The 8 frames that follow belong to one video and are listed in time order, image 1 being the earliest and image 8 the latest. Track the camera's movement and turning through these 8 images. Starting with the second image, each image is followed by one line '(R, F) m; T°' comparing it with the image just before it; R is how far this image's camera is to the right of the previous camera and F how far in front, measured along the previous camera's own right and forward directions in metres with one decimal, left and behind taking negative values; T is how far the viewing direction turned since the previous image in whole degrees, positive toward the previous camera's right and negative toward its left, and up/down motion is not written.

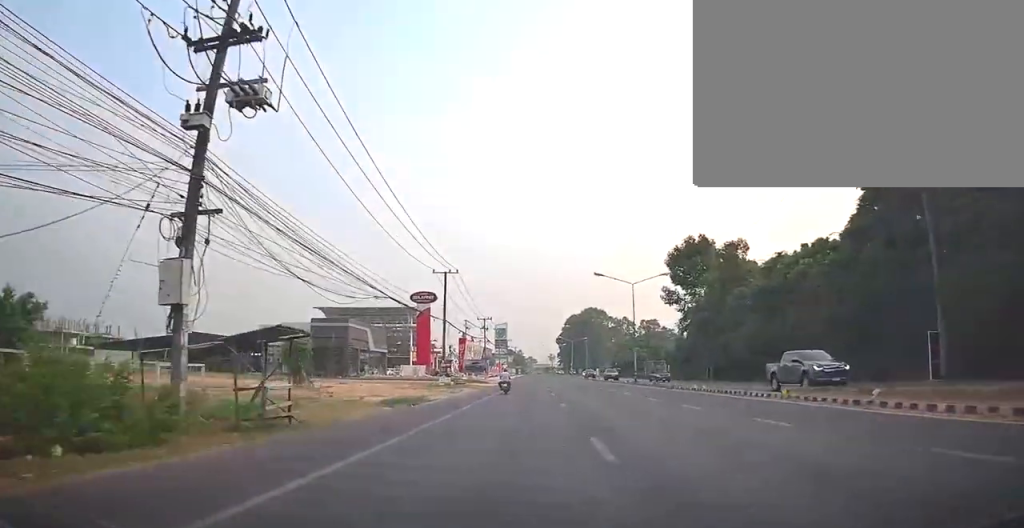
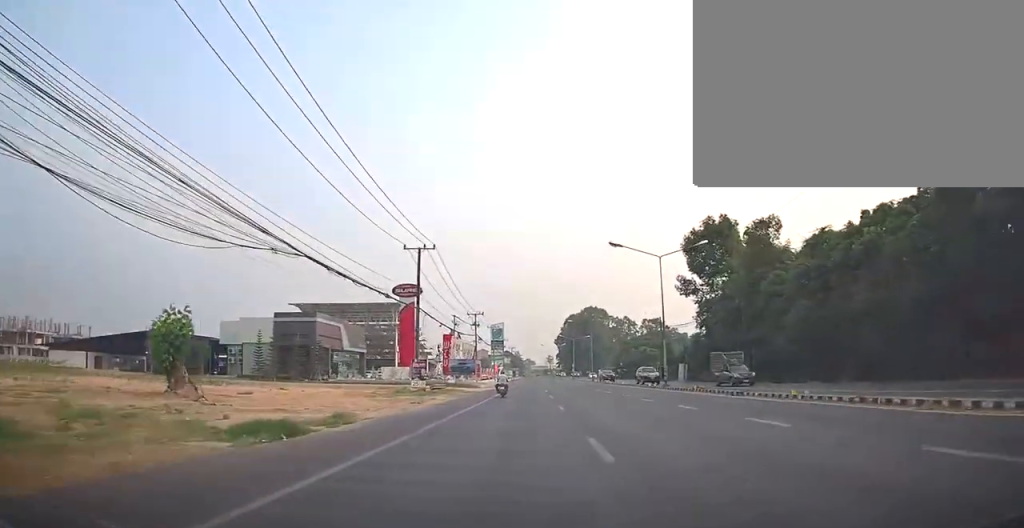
(-0.2, +12.0) m; -1°
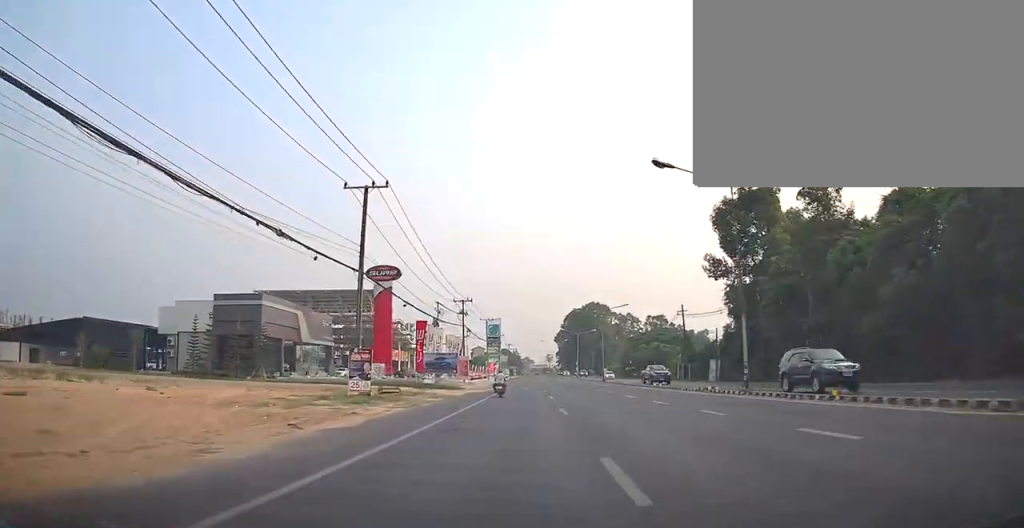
(-0.3, +14.9) m; +1°
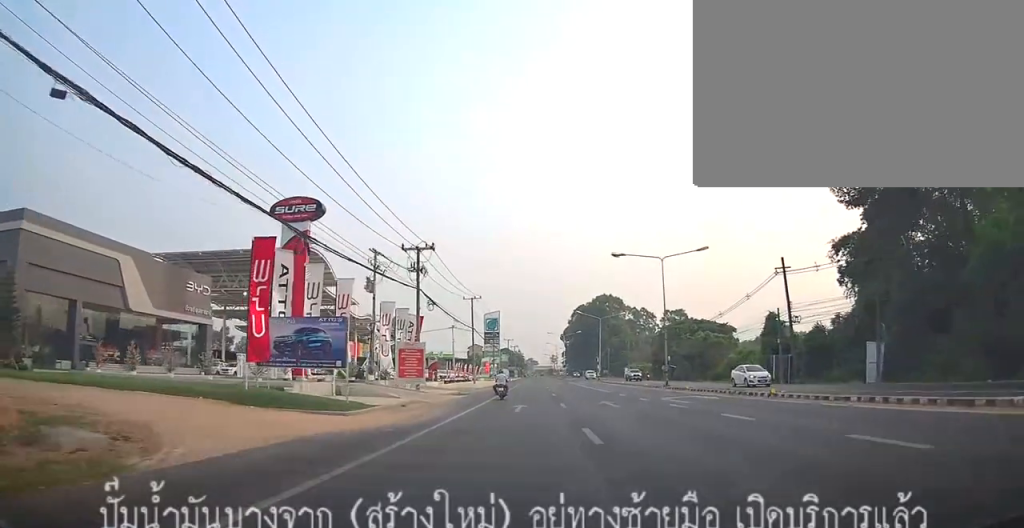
(+0.9, +31.4) m; -1°
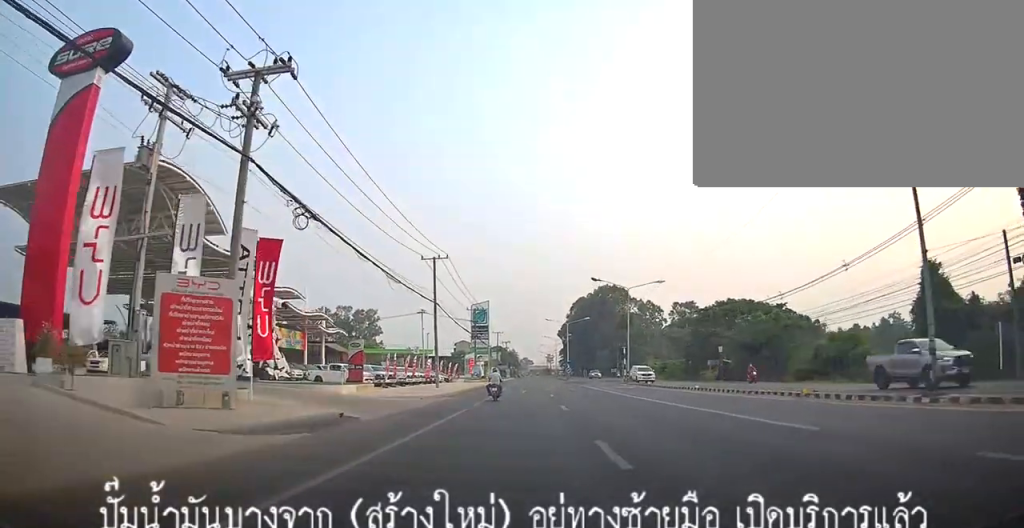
(0.0, +27.5) m; +2°
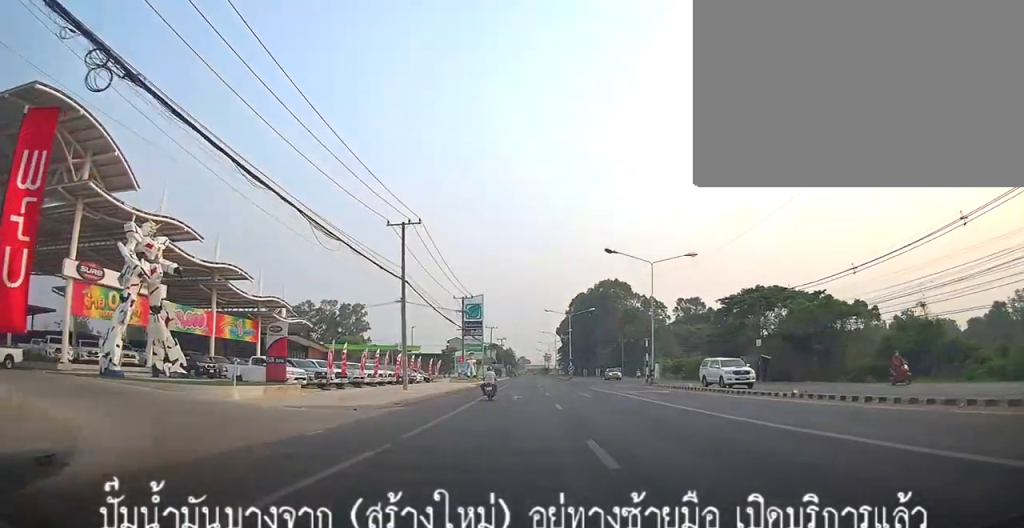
(+0.1, +12.2) m; +1°
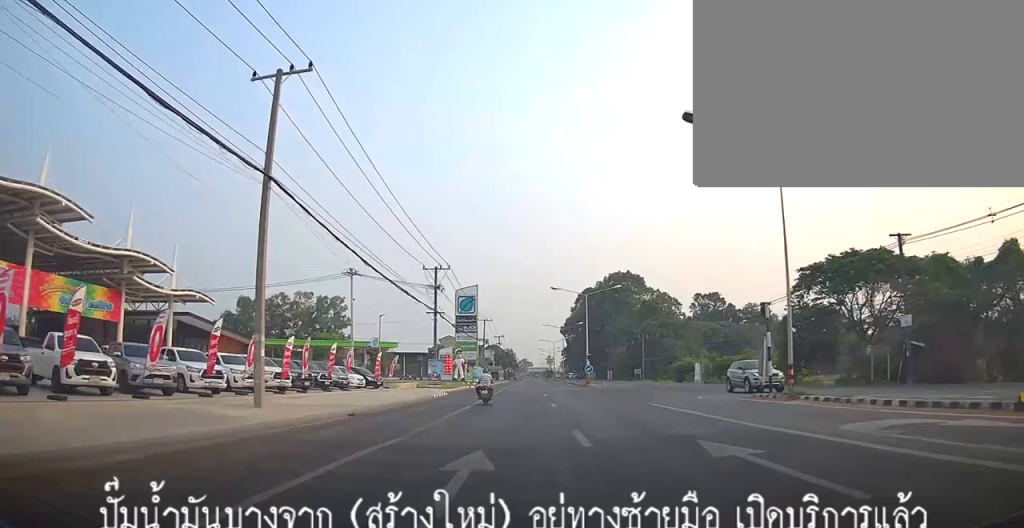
(0.0, +22.3) m; 0°
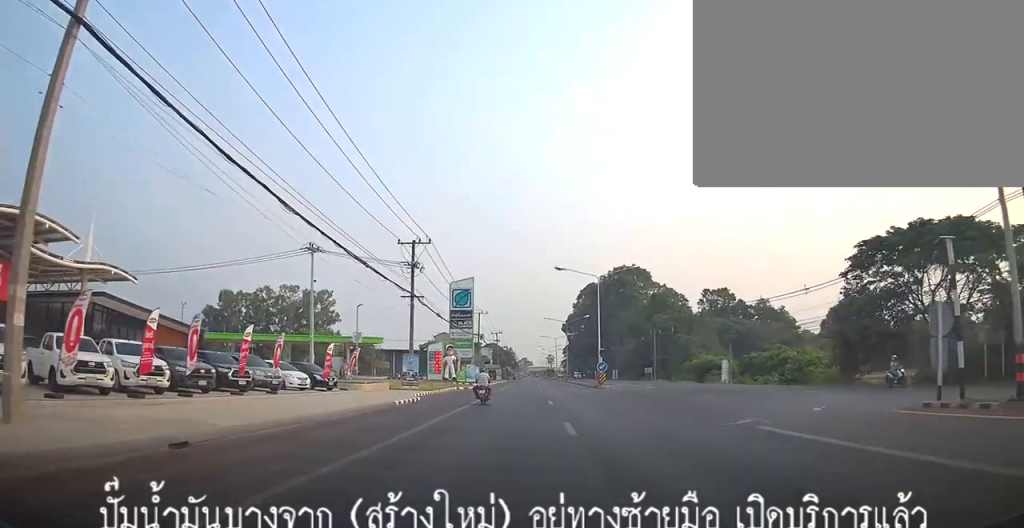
(0.0, +10.1) m; 0°
